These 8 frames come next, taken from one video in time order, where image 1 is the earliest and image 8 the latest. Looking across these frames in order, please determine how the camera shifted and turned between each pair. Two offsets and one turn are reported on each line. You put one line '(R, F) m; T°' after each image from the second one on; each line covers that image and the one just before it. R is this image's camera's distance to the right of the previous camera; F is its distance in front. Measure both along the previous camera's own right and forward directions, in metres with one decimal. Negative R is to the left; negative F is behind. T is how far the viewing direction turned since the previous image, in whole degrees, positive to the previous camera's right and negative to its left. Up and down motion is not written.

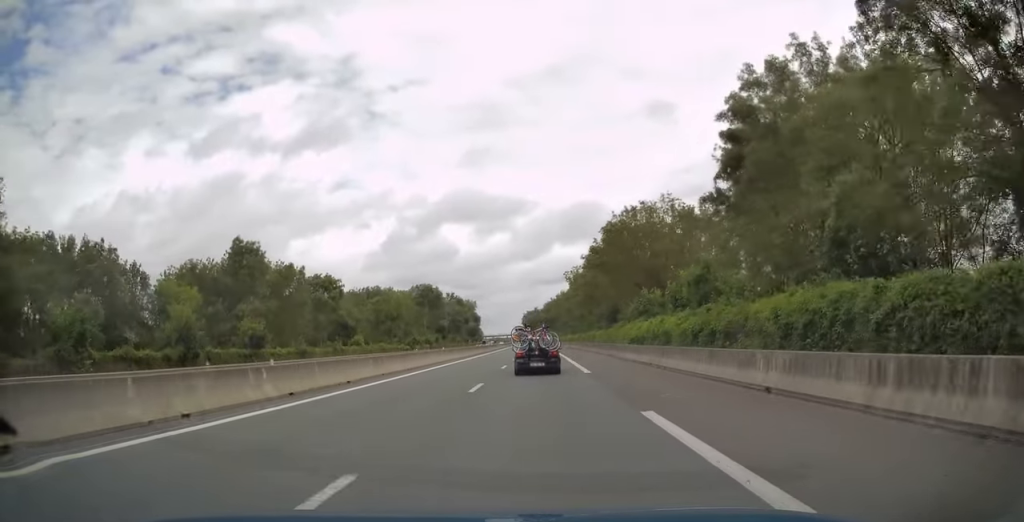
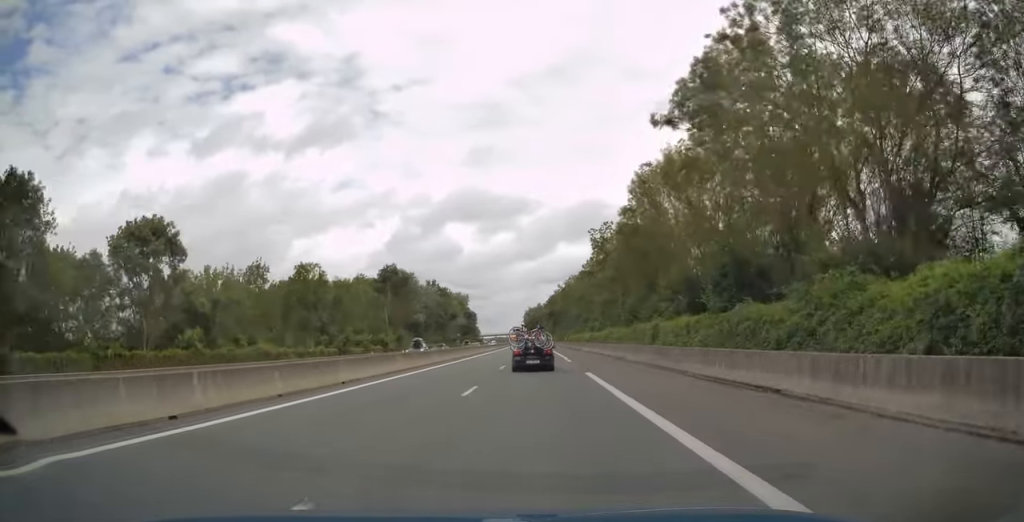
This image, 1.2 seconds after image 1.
(-0.3, +40.5) m; -1°
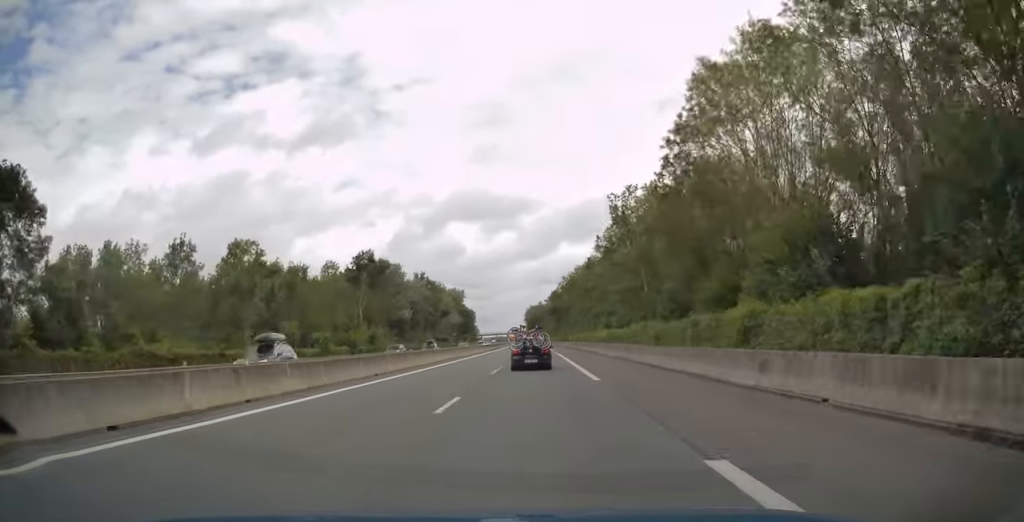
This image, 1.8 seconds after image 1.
(0.0, +16.7) m; 0°
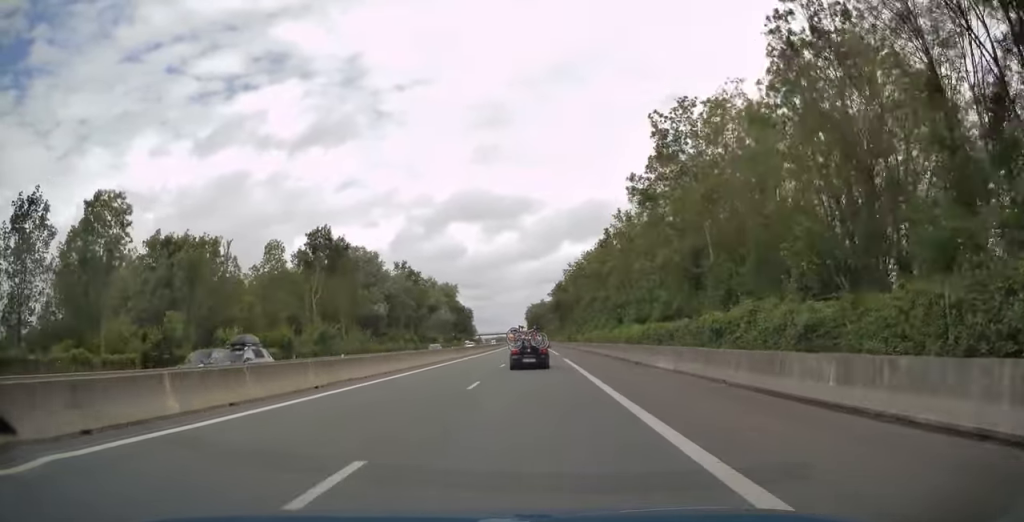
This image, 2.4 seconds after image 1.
(0.0, +20.6) m; 0°
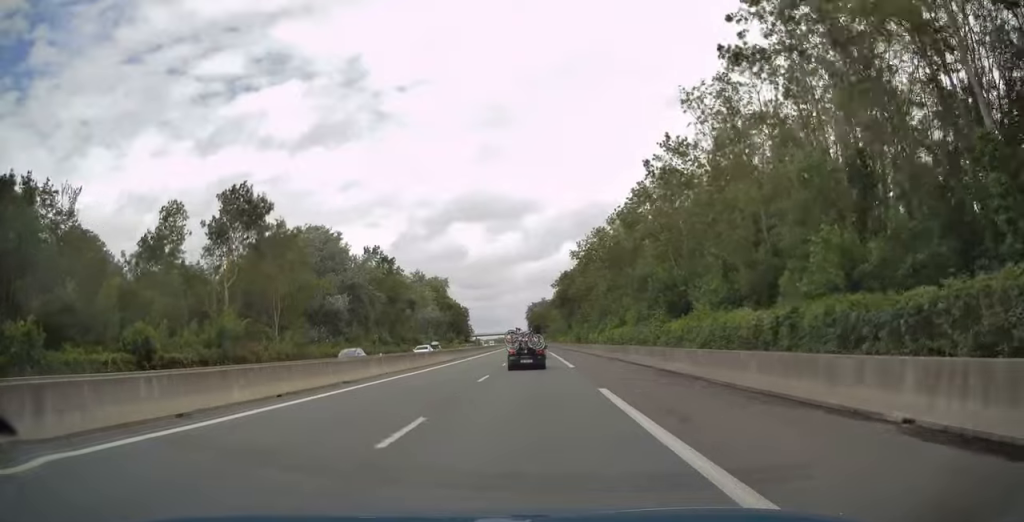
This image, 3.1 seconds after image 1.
(0.0, +22.2) m; 0°
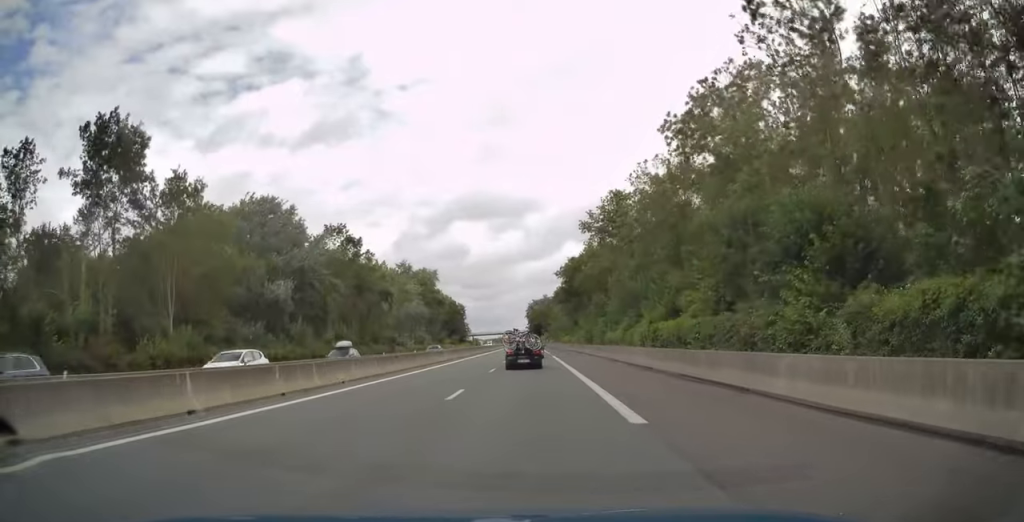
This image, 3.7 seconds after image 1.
(0.0, +19.5) m; 0°
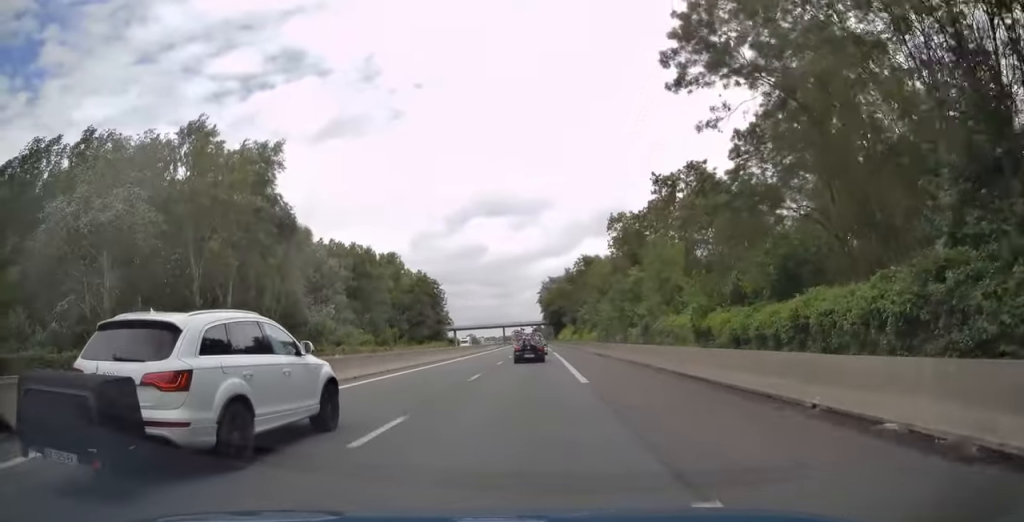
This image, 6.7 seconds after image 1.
(-1.0, +97.9) m; -2°
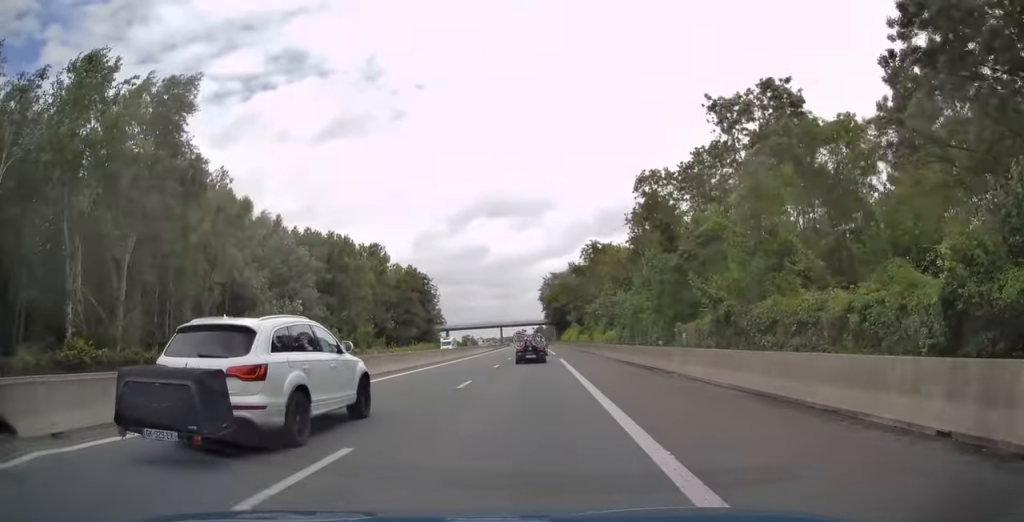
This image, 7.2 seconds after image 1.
(-0.1, +16.1) m; 0°
